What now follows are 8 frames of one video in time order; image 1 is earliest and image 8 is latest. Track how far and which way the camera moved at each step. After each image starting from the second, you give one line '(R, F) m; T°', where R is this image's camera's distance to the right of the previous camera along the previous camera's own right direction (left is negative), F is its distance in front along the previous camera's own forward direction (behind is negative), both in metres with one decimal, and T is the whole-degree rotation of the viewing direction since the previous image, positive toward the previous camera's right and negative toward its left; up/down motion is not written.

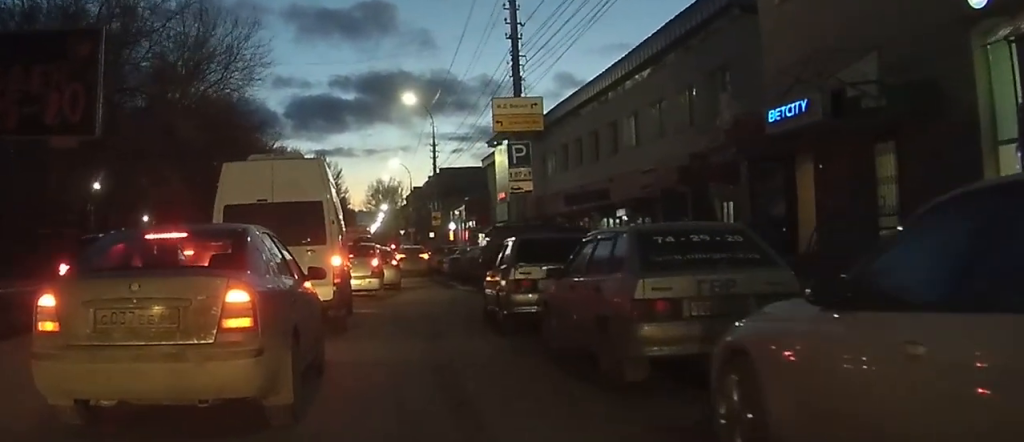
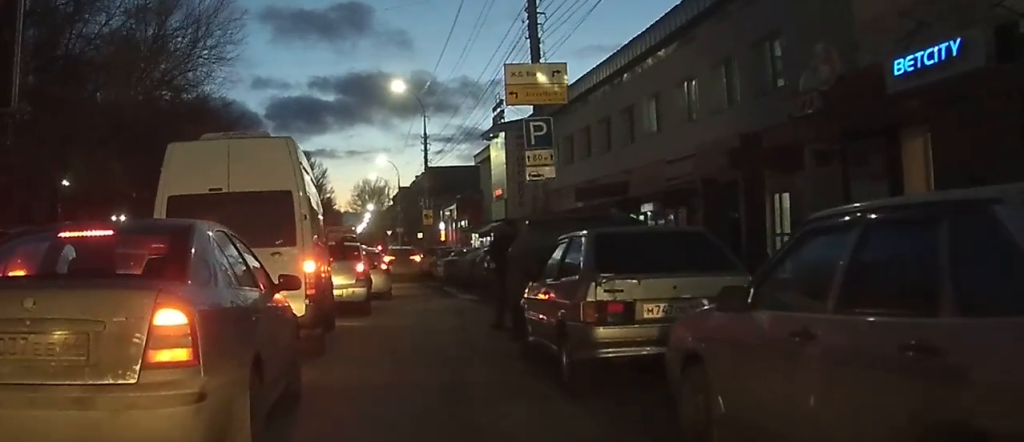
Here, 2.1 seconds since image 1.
(-0.3, +5.6) m; +1°
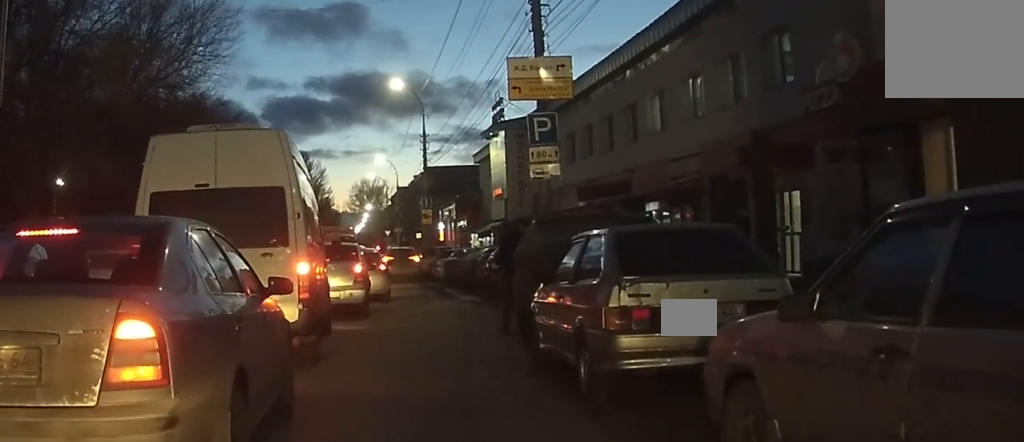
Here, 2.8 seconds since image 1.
(+0.1, +1.5) m; +2°
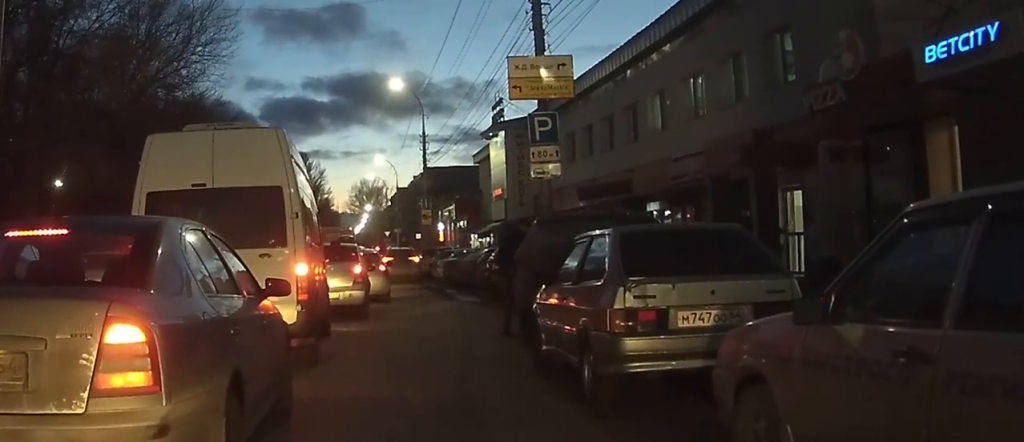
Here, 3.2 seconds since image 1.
(0.0, +0.7) m; 0°
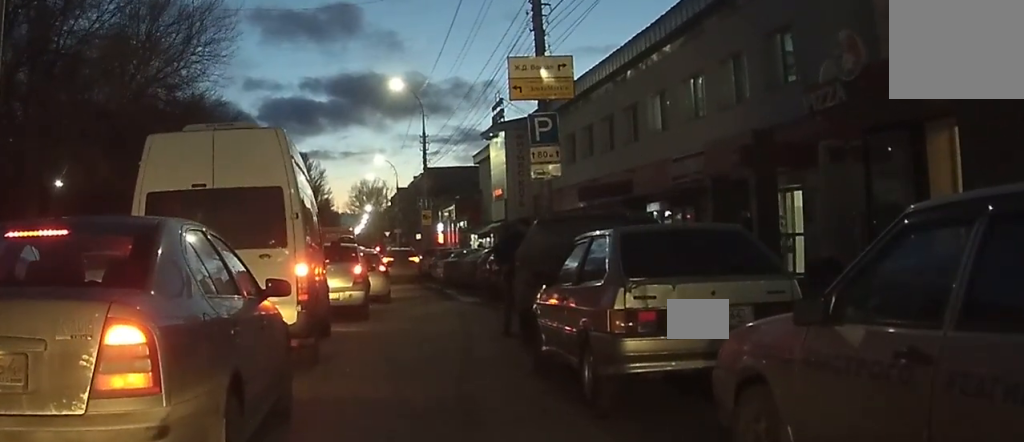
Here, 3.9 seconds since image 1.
(0.0, +0.9) m; 0°
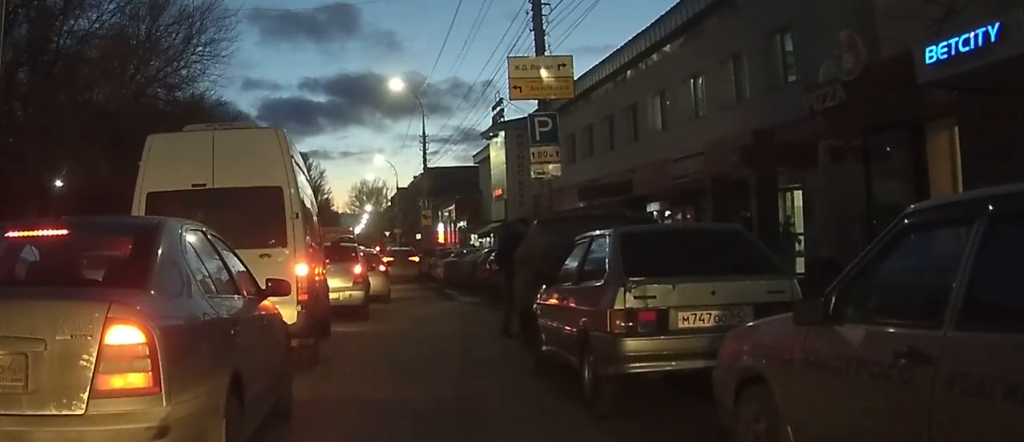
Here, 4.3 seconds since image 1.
(0.0, +0.3) m; 0°
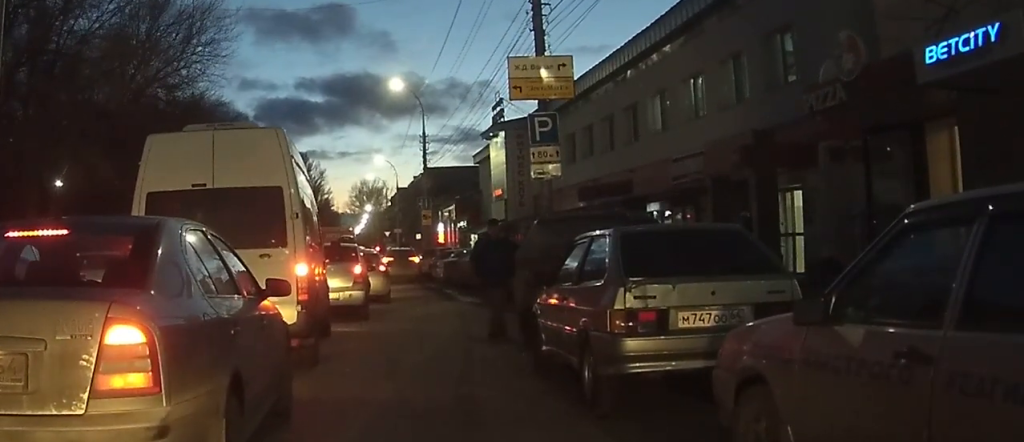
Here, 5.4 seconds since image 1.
(+0.2, +0.6) m; 0°
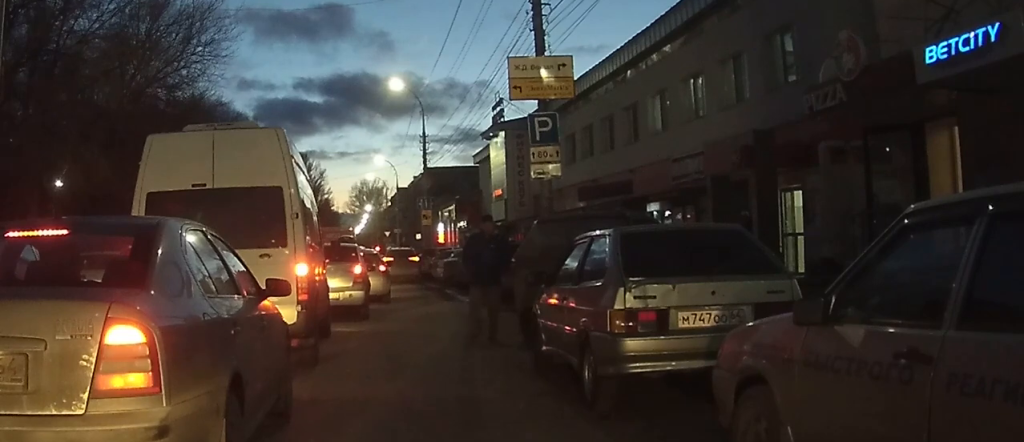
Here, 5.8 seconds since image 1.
(+0.2, +0.1) m; 0°
